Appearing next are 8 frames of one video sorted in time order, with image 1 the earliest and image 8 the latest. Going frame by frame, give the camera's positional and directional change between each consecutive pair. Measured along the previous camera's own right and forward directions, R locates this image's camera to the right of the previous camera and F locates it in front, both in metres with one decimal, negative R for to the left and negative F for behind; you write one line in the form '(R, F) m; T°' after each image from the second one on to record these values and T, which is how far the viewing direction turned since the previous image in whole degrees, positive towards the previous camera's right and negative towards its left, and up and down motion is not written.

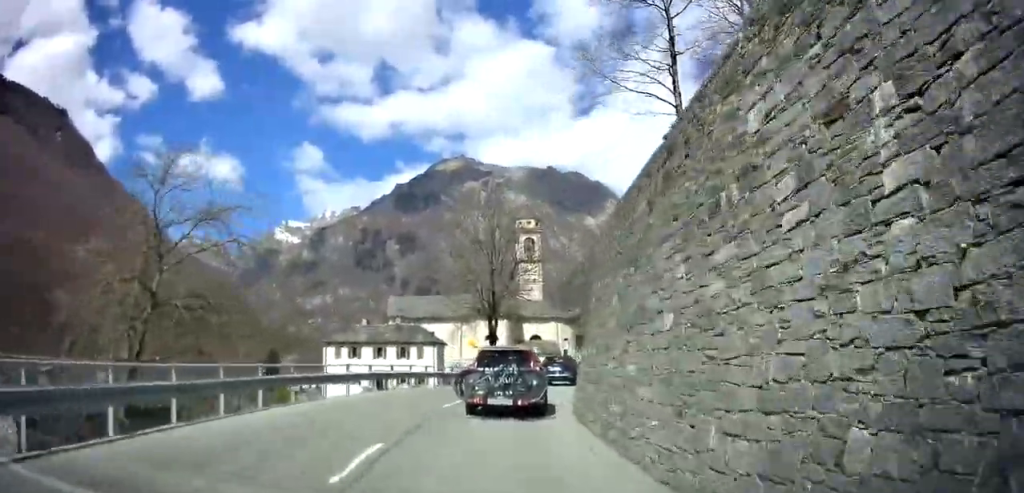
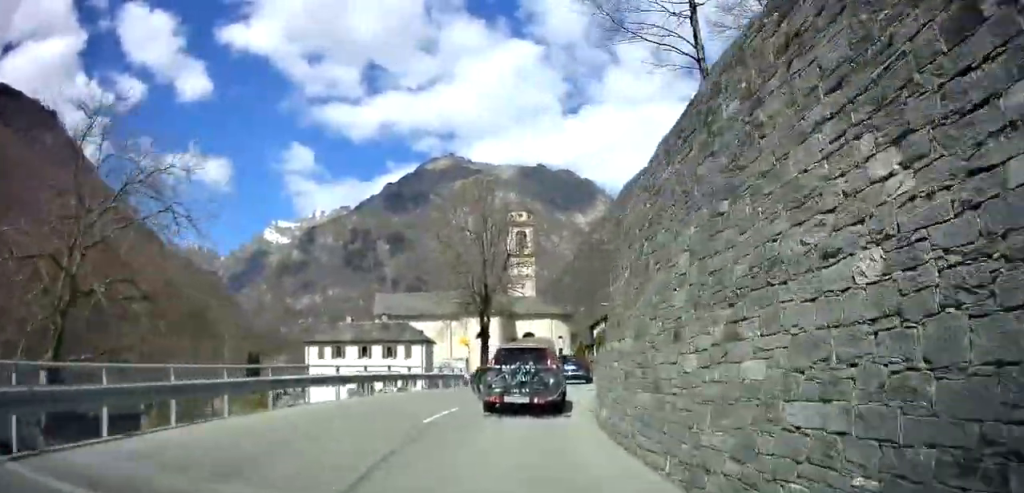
(-0.4, +3.3) m; +5°
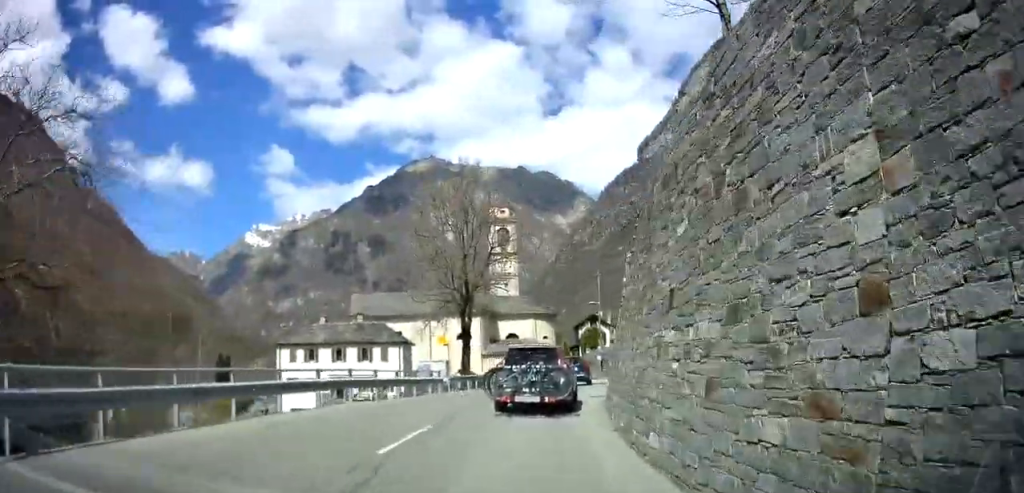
(-0.5, +3.6) m; +5°
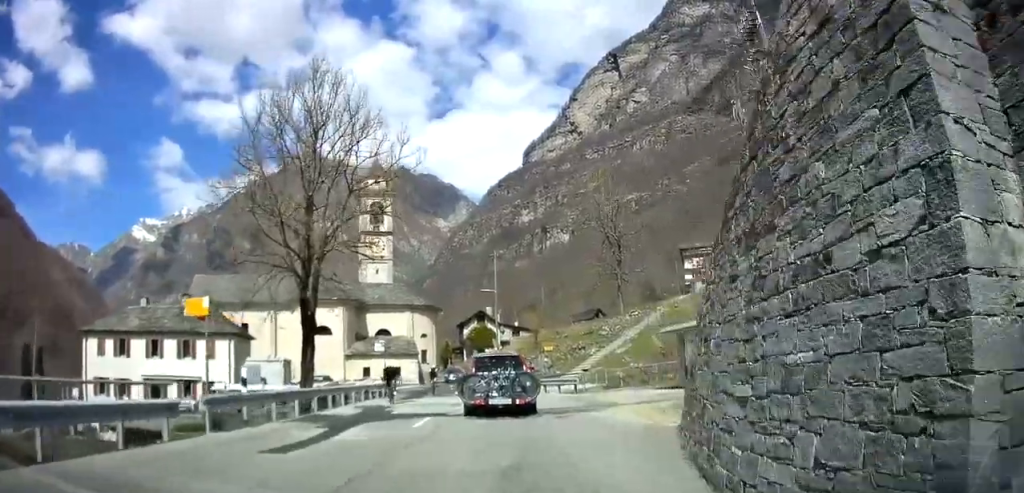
(+3.0, +17.0) m; +7°
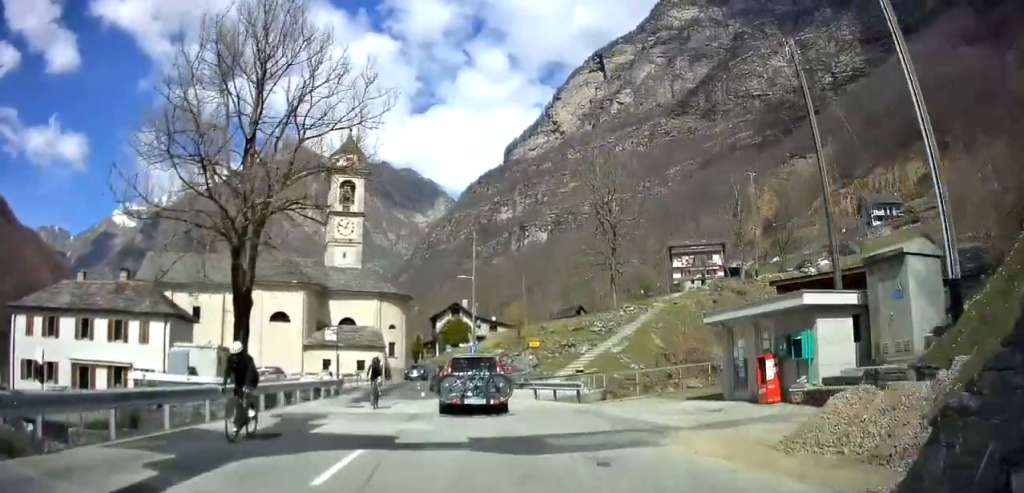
(+0.1, +6.9) m; +2°
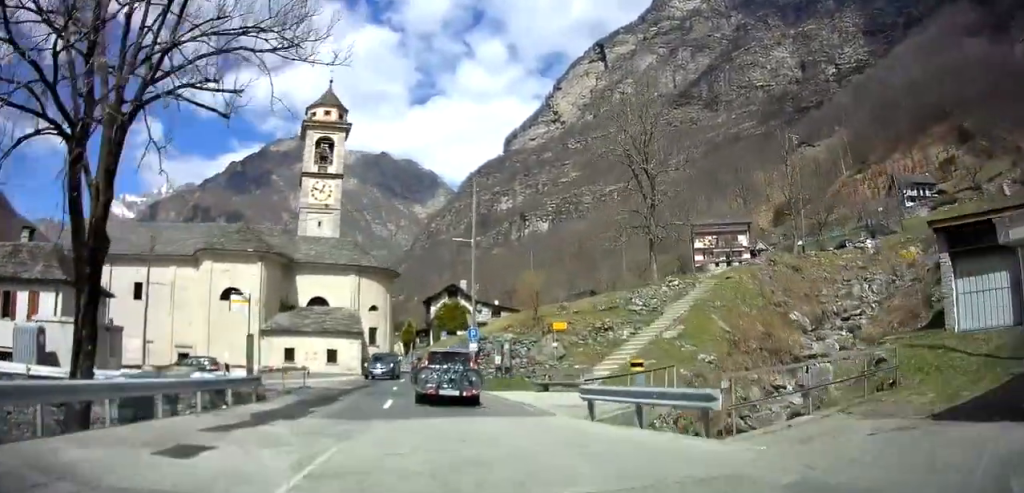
(+0.4, +11.6) m; 0°
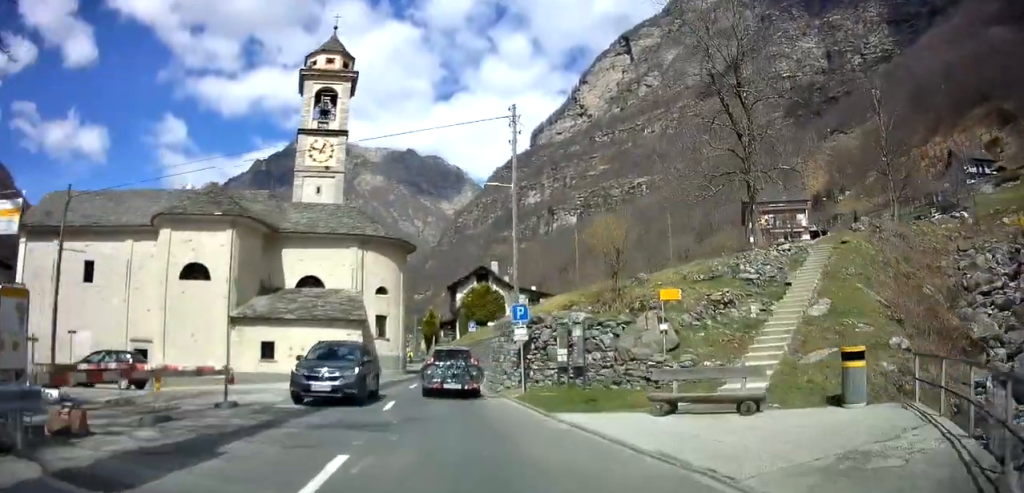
(-0.5, +11.4) m; -1°
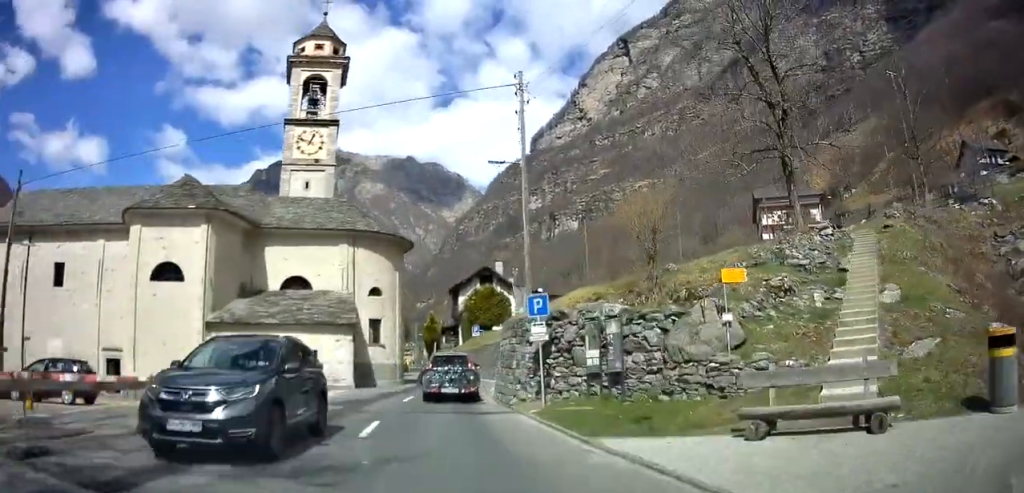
(+0.1, +3.7) m; +1°
